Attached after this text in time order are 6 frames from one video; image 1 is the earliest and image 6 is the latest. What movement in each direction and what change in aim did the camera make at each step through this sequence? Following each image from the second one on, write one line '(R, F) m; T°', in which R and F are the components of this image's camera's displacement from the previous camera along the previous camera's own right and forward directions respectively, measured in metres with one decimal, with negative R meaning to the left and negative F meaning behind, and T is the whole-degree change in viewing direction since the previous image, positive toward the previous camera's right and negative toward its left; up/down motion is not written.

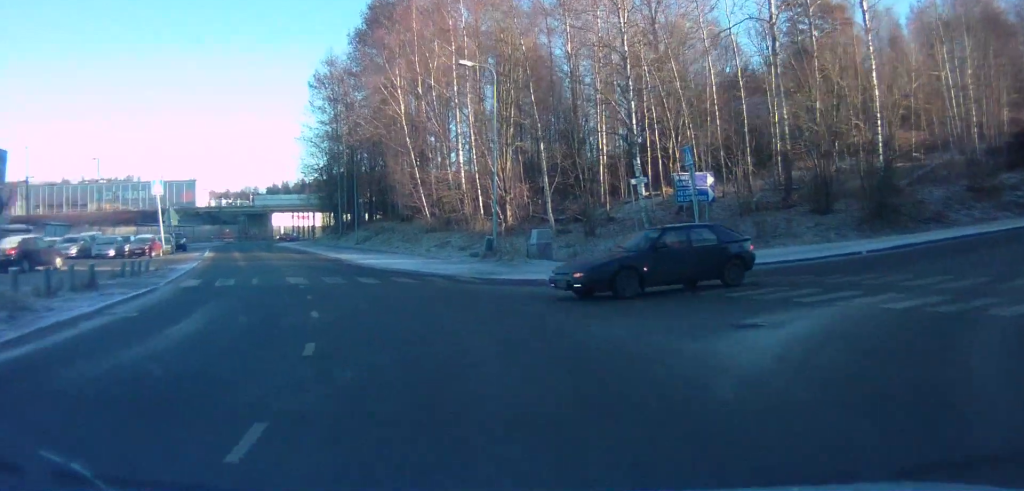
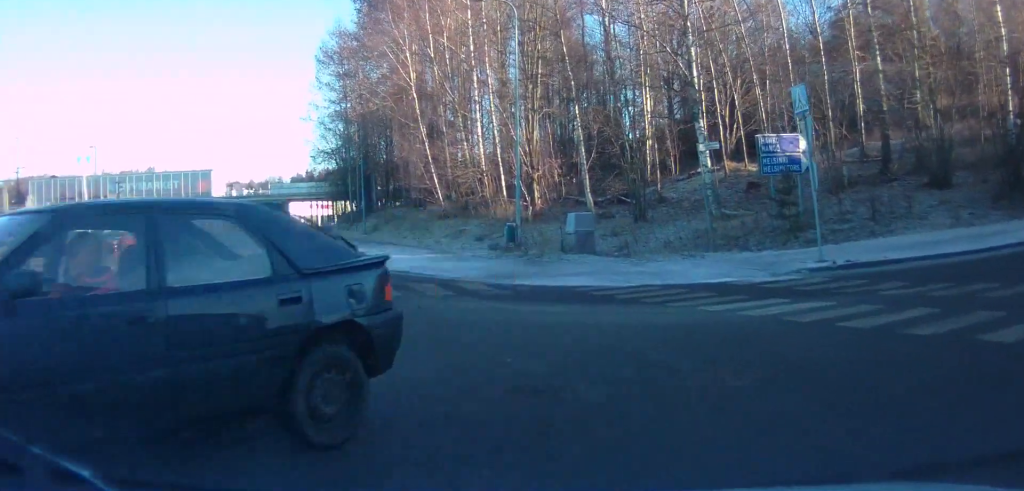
(-0.3, +8.1) m; -1°
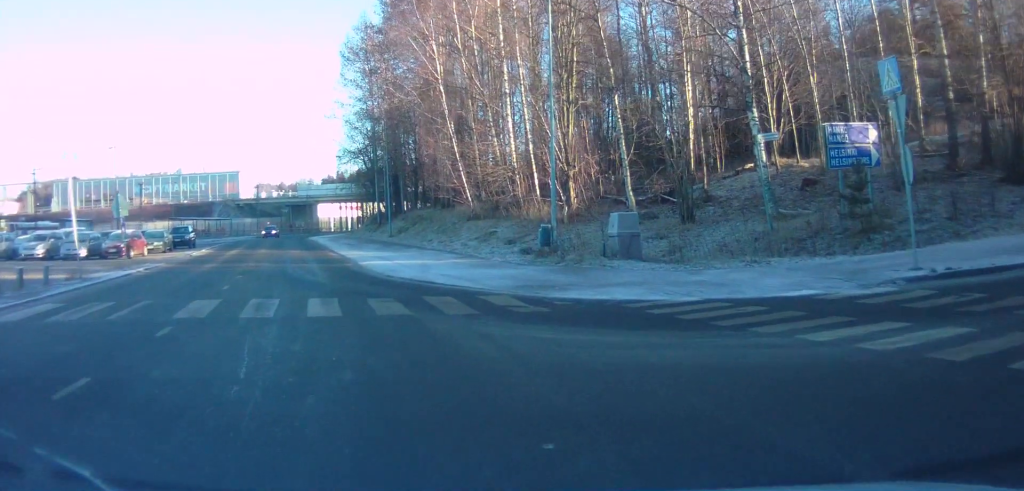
(+0.3, +4.5) m; +8°
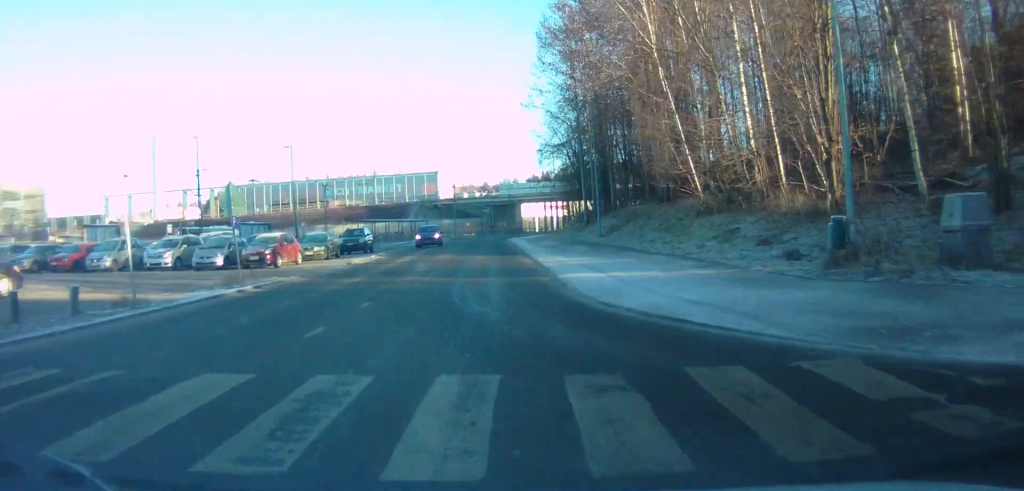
(+0.7, +6.9) m; -14°
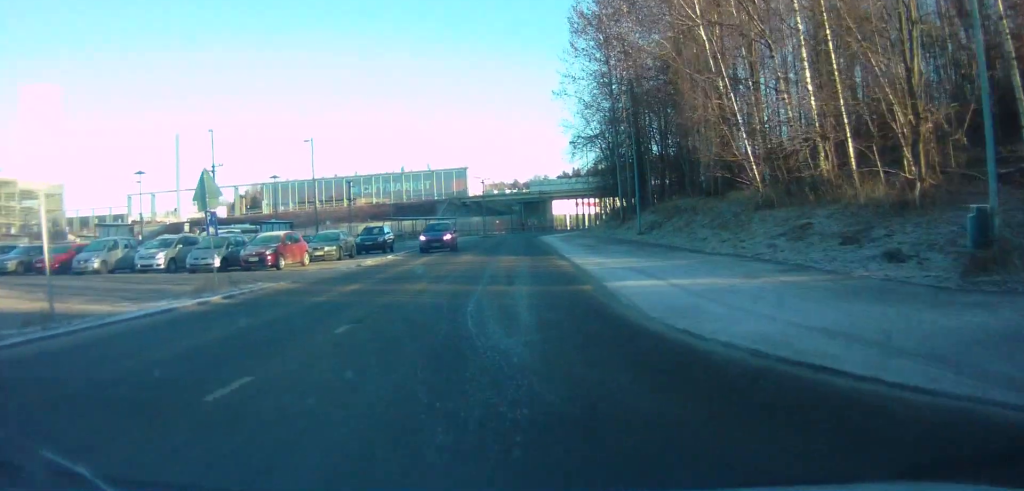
(-0.5, +3.6) m; -12°
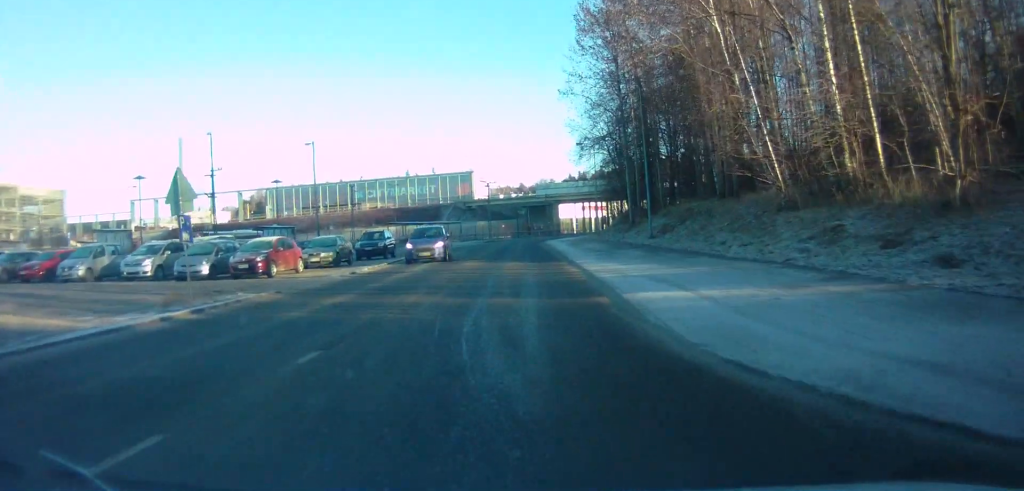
(0.0, +1.9) m; -4°
